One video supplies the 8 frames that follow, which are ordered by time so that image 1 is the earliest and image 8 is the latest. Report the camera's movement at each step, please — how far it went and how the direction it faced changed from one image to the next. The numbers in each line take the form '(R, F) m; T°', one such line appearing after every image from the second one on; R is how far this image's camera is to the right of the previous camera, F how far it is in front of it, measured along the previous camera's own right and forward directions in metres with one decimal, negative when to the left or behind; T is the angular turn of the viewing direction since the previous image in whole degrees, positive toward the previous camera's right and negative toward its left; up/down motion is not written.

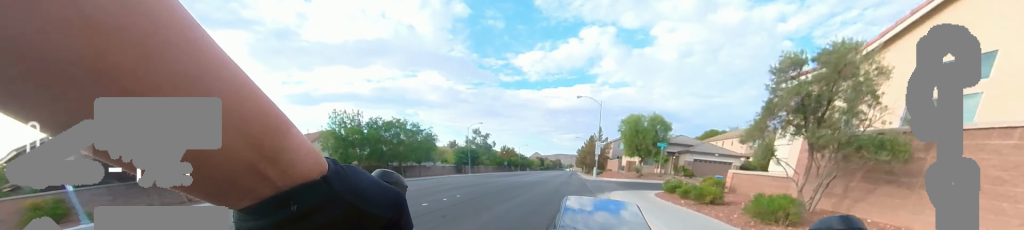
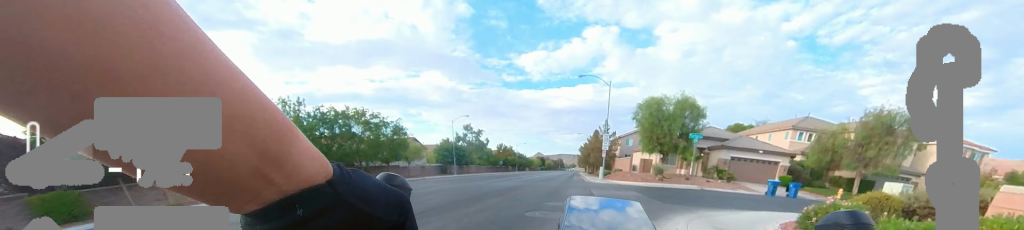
(0.0, +7.7) m; 0°
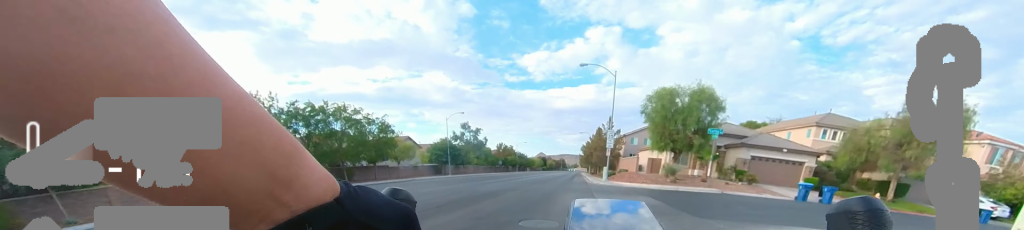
(0.0, +2.9) m; 0°
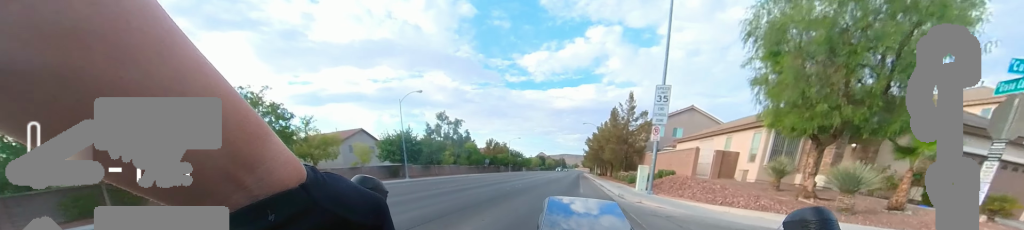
(0.0, +13.5) m; 0°
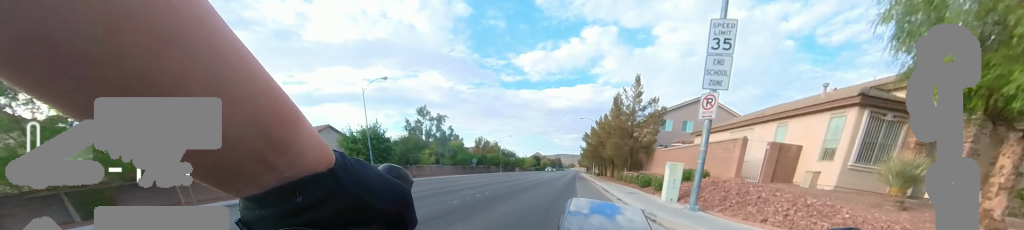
(0.0, +5.3) m; 0°
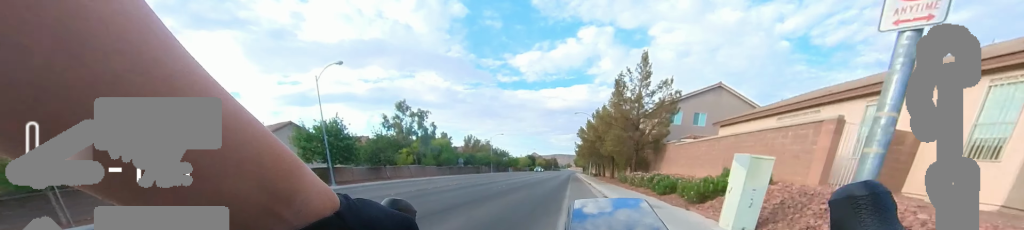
(0.0, +4.9) m; 0°
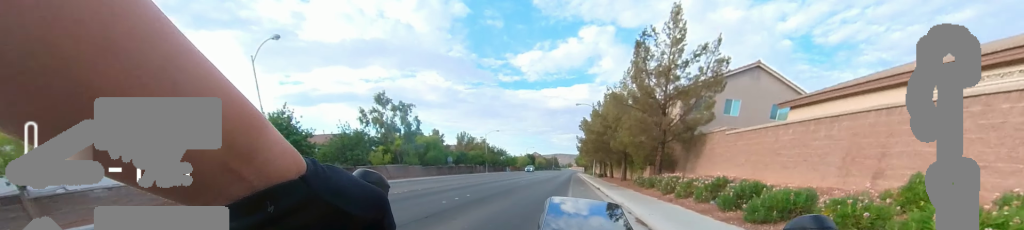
(0.0, +5.7) m; 0°
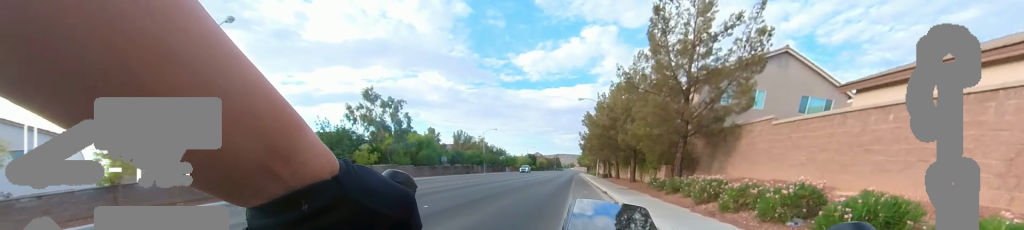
(0.0, +3.1) m; 0°
